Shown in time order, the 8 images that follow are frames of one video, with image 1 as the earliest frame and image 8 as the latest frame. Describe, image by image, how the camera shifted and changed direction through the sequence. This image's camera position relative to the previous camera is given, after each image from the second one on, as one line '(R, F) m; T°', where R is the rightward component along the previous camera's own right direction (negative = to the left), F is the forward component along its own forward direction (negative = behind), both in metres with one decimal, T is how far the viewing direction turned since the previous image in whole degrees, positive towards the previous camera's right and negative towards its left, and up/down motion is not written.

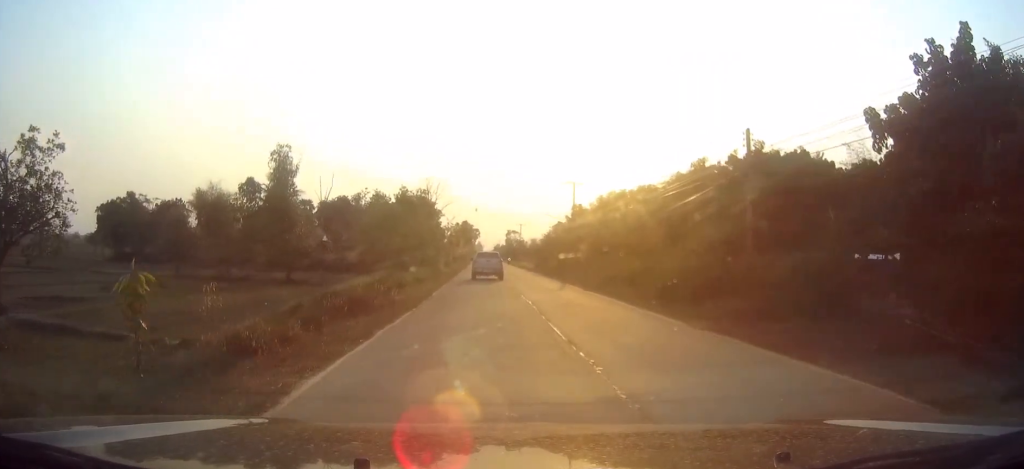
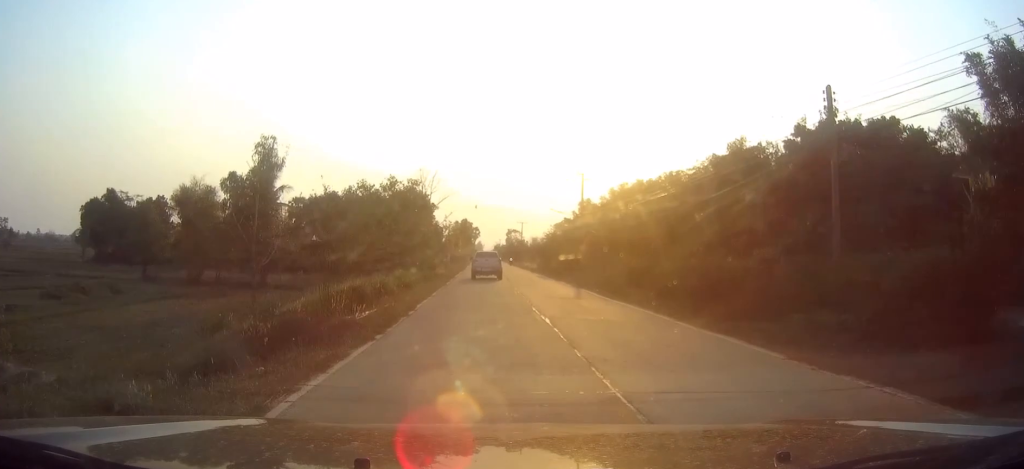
(+0.1, +6.3) m; +1°
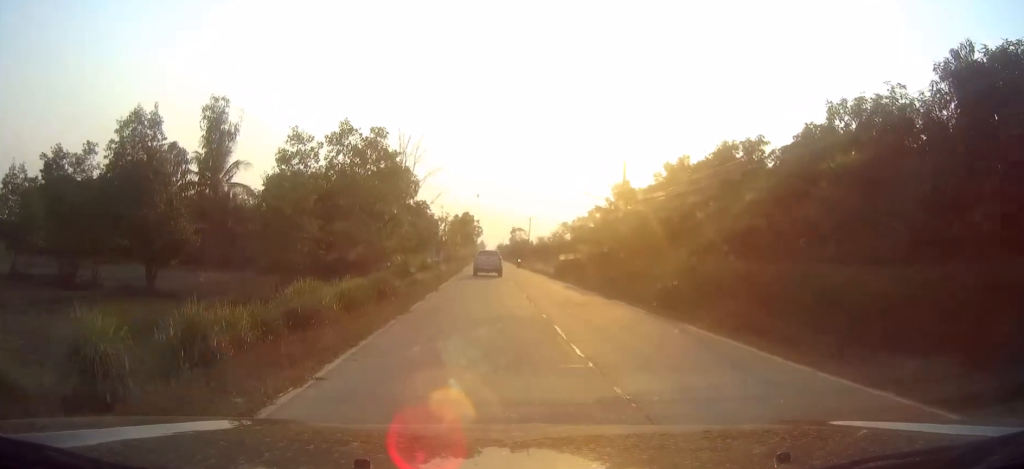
(0.0, +18.3) m; 0°
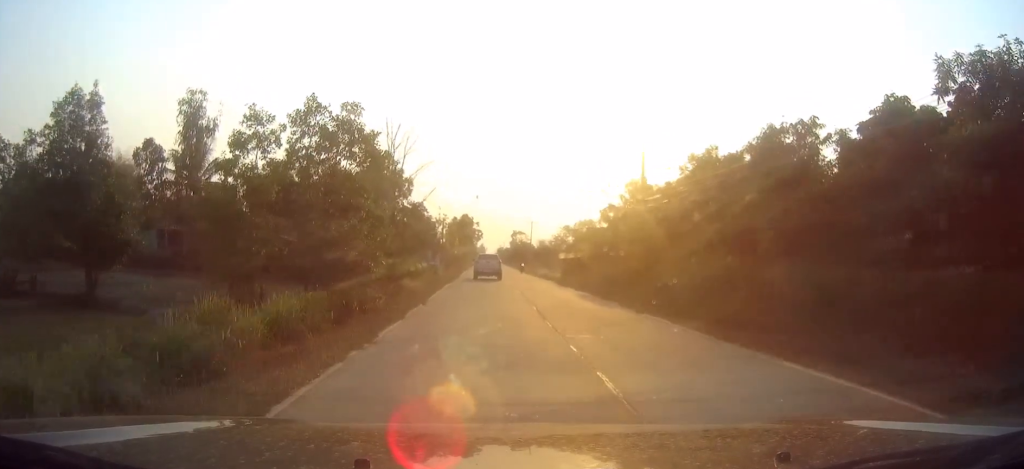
(-0.1, +5.7) m; 0°
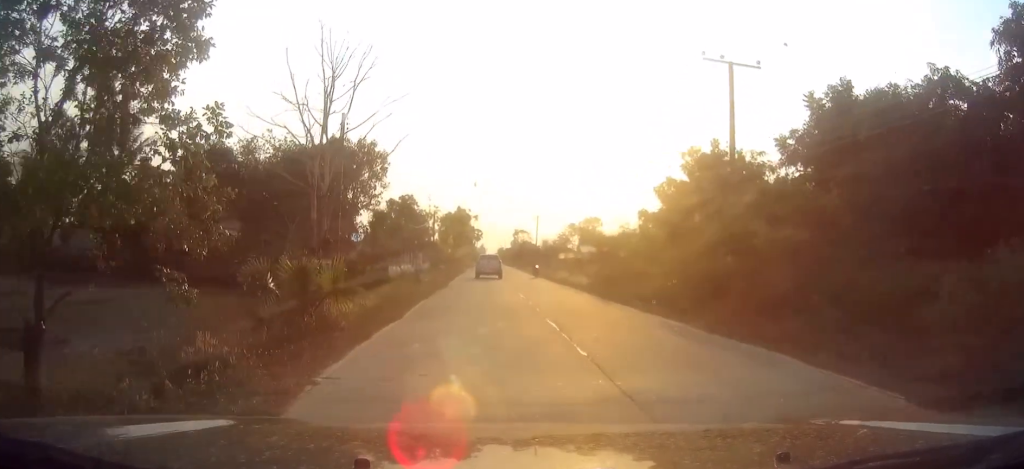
(+0.1, +16.0) m; 0°
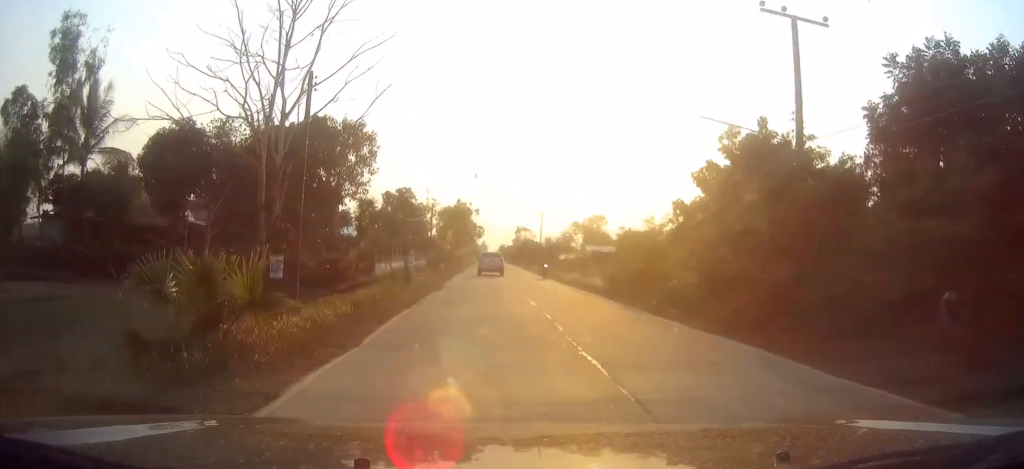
(-0.1, +5.7) m; 0°
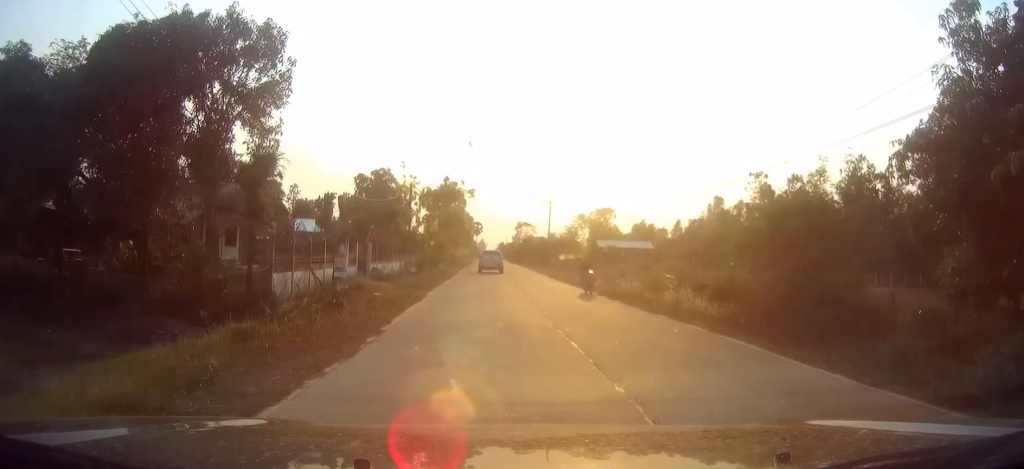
(+0.1, +18.5) m; +1°
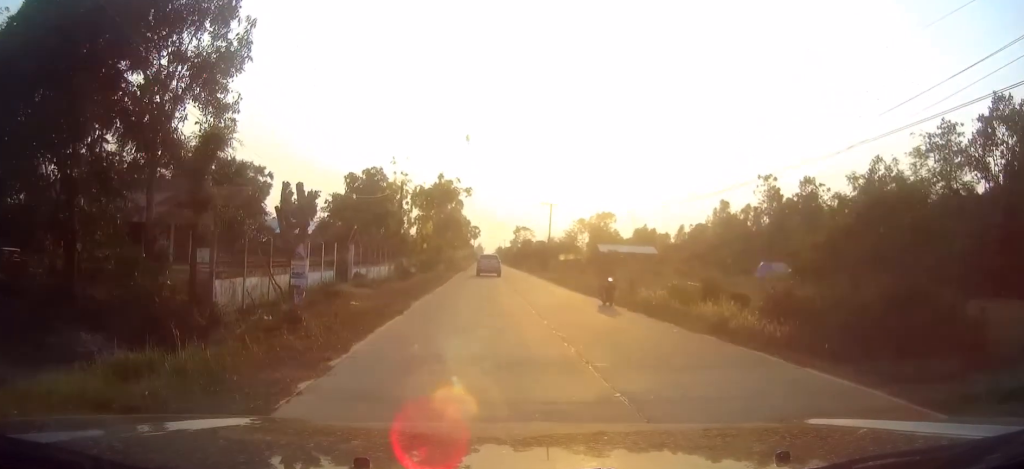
(+0.1, +4.3) m; 0°
